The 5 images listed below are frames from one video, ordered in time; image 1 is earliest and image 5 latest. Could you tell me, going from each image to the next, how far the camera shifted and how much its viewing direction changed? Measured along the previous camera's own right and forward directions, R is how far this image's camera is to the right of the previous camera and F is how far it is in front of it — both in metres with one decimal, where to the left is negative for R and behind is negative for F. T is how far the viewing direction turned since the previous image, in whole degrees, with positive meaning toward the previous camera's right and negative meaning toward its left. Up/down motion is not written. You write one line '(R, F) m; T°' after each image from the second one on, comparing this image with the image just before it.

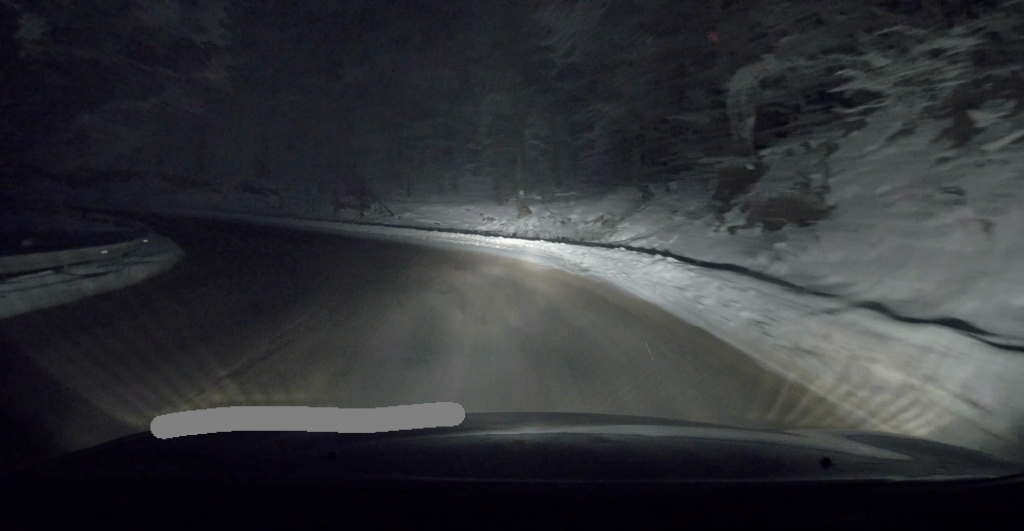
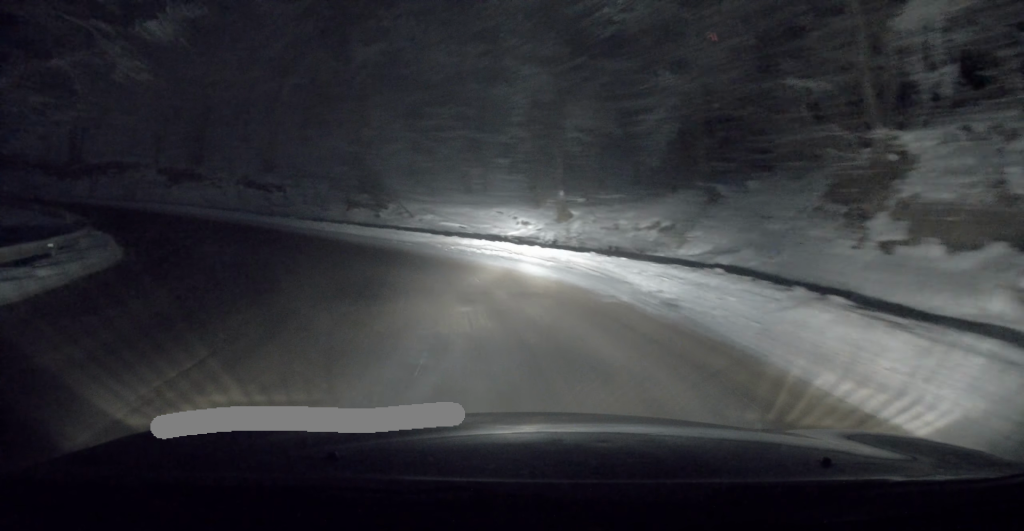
(0.0, +4.3) m; -4°
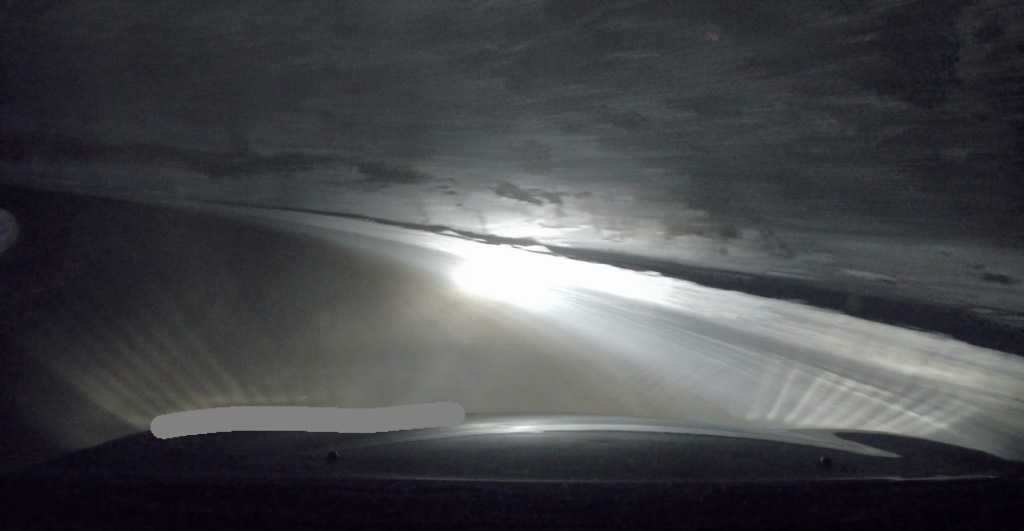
(-2.7, +15.3) m; -23°
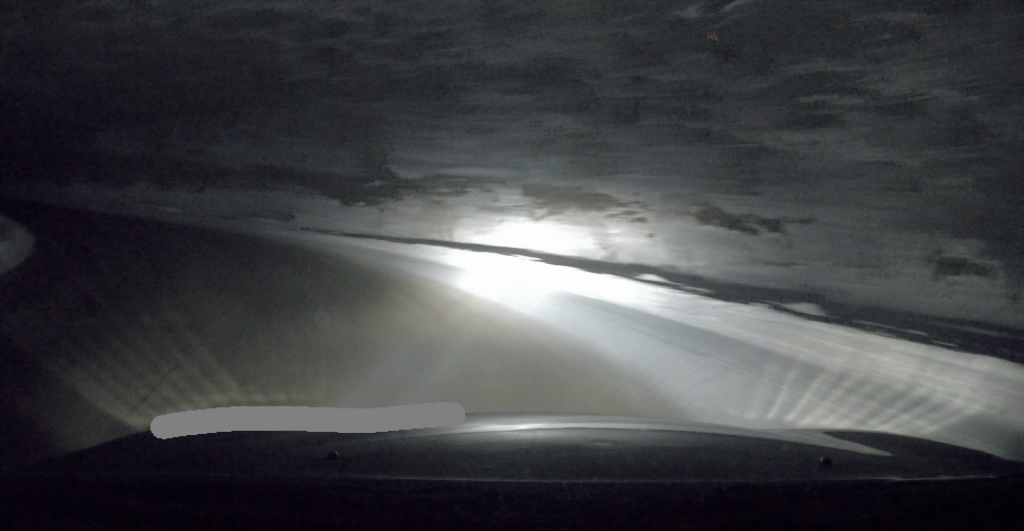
(-0.2, +5.6) m; -13°
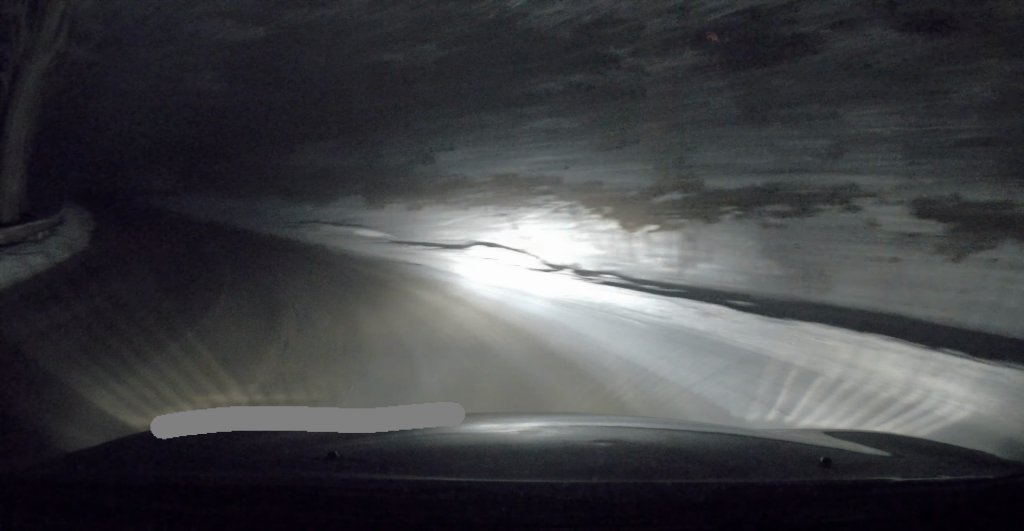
(-2.5, +9.4) m; -29°
